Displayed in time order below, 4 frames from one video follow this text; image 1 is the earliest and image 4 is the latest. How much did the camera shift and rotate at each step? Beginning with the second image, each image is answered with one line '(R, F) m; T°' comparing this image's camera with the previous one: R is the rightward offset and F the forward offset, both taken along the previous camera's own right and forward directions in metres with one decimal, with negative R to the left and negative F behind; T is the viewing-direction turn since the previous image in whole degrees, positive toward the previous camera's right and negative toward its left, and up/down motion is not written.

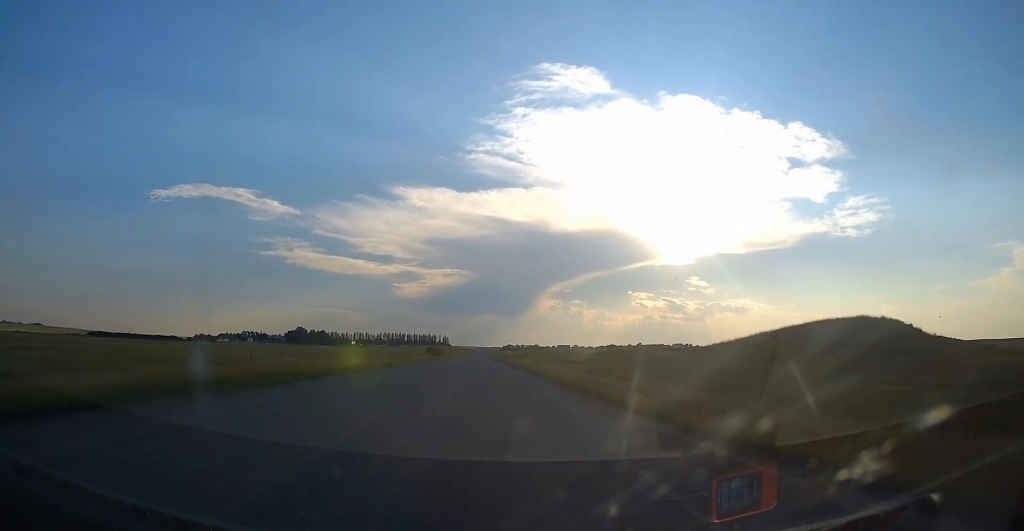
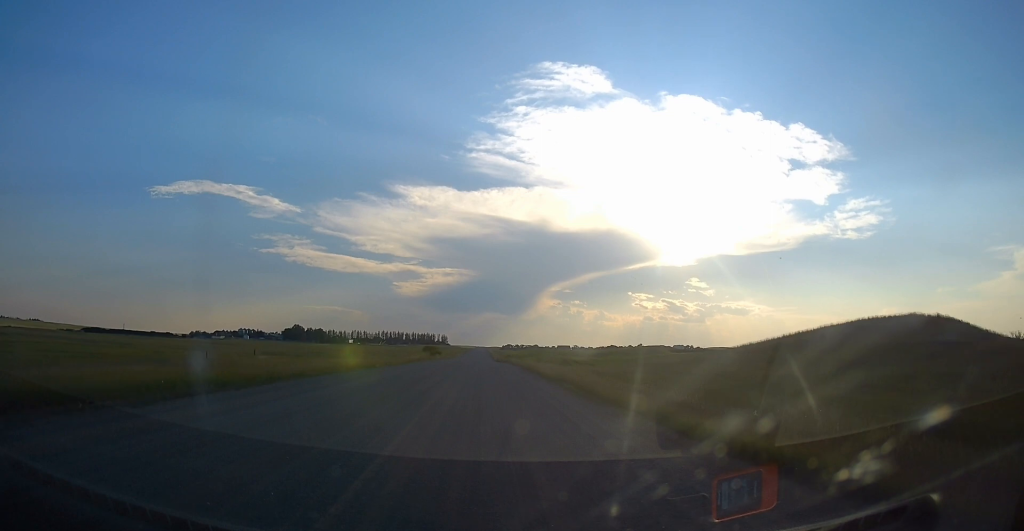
(-0.2, +8.6) m; -1°
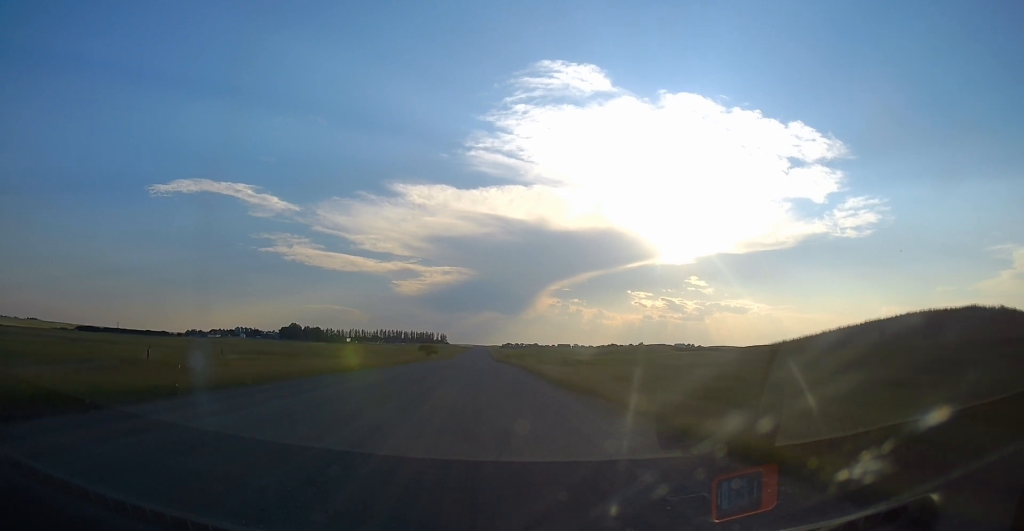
(0.0, +8.3) m; 0°
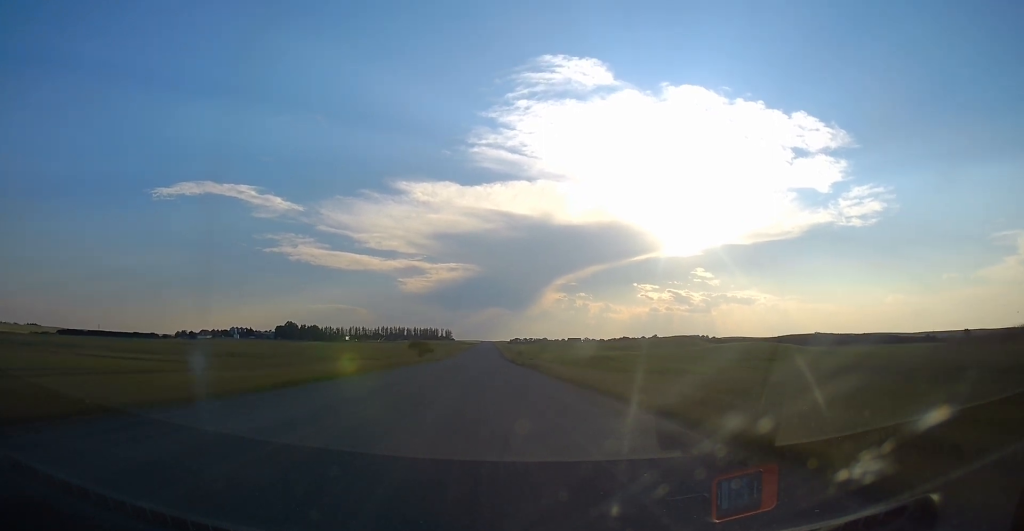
(0.0, +36.2) m; 0°
